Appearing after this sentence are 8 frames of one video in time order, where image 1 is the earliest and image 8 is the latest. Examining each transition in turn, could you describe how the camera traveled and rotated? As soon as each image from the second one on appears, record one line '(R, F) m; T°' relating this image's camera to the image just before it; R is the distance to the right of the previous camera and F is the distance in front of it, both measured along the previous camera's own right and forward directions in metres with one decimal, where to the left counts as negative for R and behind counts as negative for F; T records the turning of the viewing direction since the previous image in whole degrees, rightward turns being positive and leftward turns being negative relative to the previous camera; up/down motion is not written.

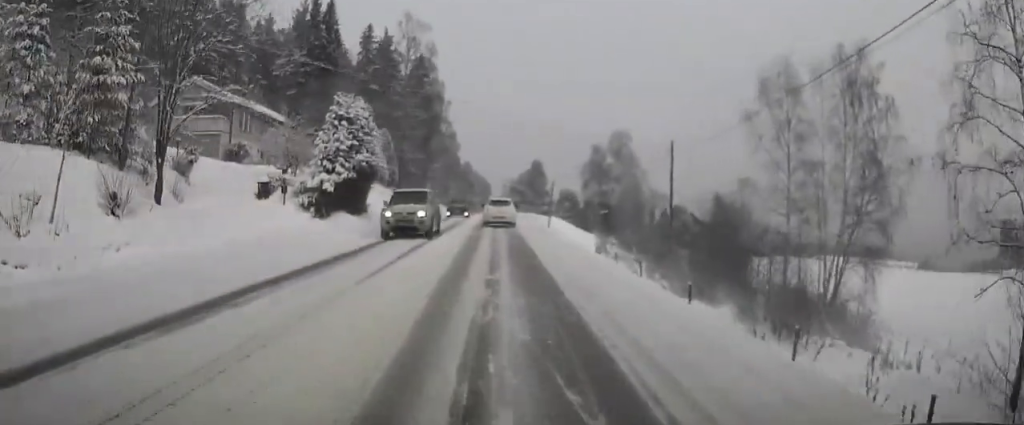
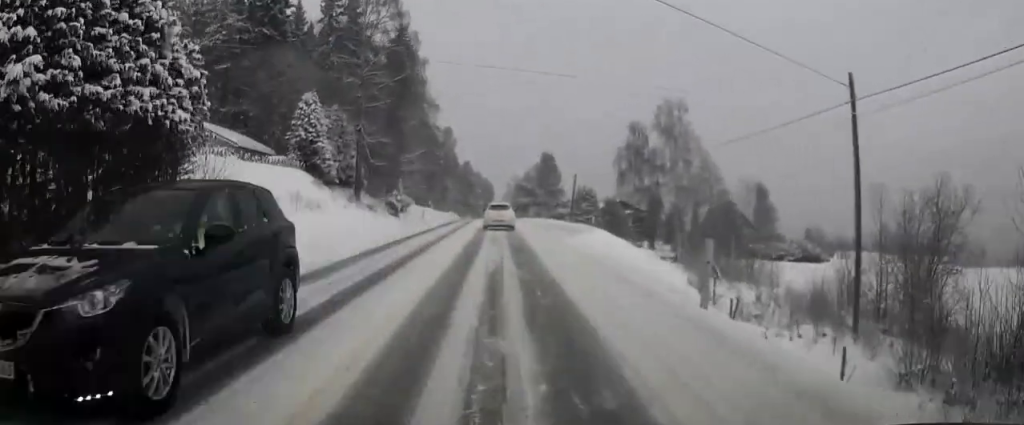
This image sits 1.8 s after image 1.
(0.0, +22.2) m; 0°
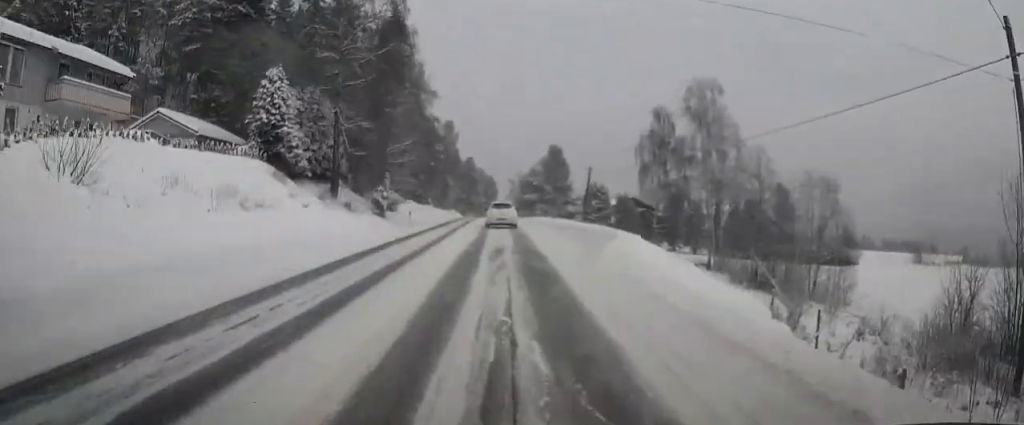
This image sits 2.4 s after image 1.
(-0.1, +7.8) m; -1°
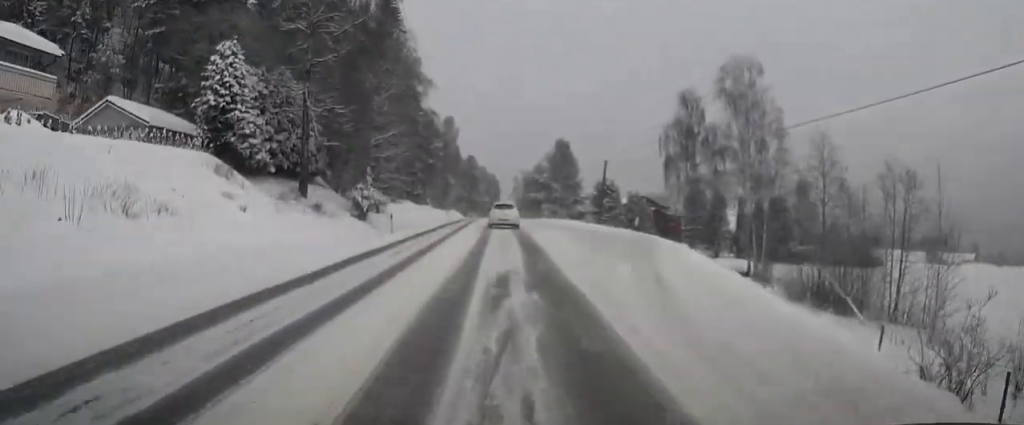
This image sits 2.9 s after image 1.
(0.0, +7.0) m; -1°
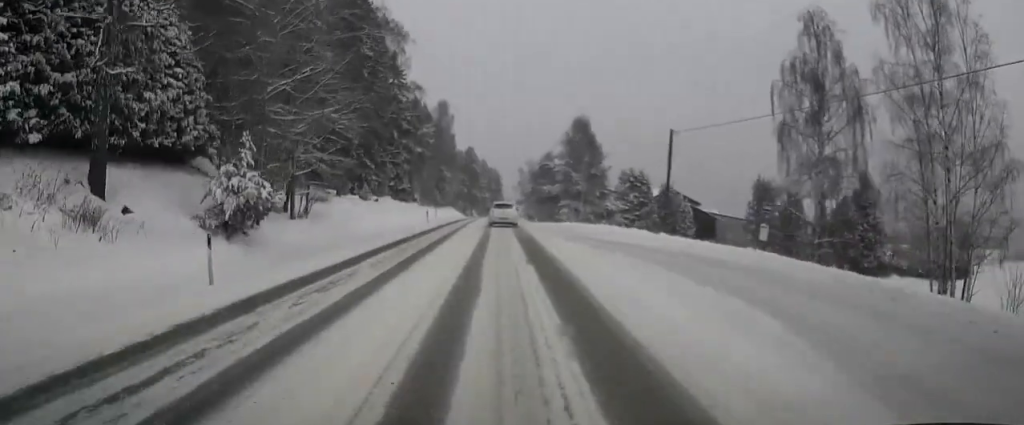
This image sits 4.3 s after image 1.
(-0.3, +18.6) m; -1°
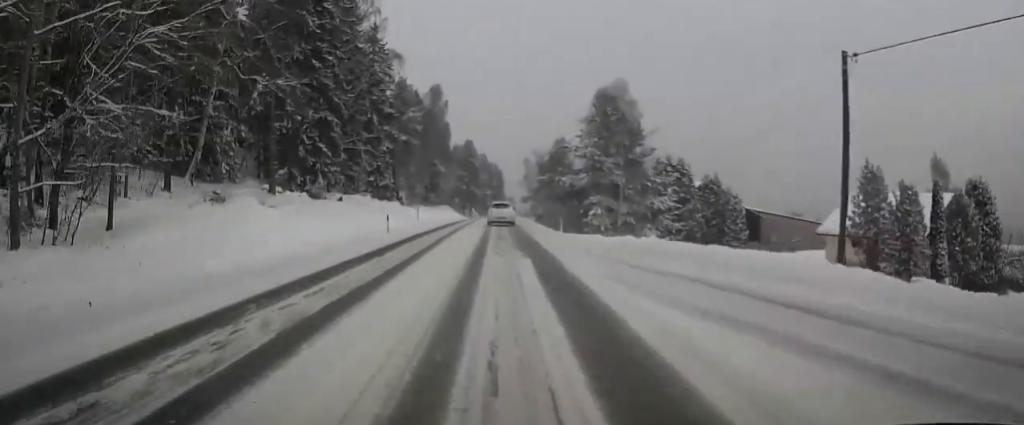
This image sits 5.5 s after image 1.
(+0.1, +16.2) m; +1°
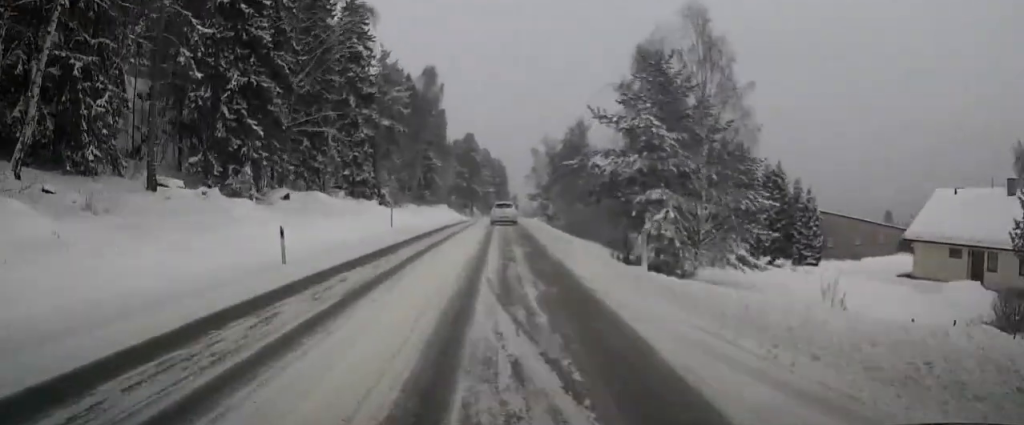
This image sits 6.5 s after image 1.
(+0.2, +14.2) m; 0°
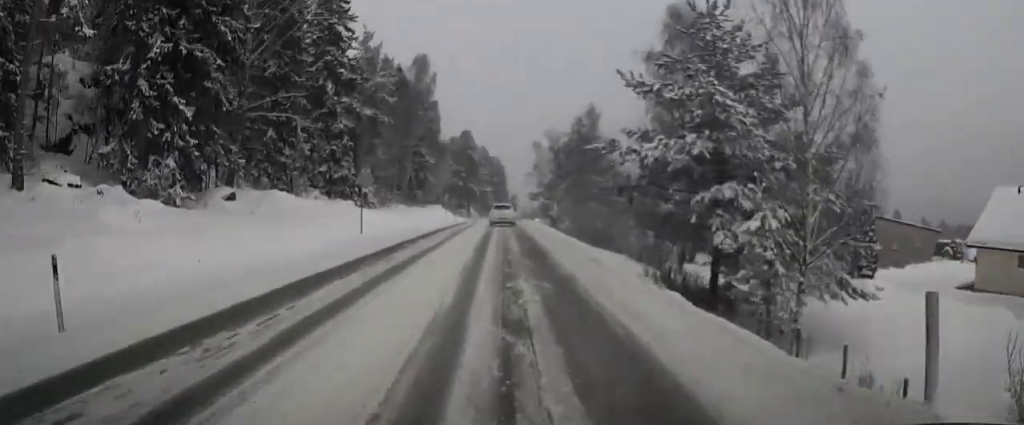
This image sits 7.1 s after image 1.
(-0.1, +7.9) m; -1°
